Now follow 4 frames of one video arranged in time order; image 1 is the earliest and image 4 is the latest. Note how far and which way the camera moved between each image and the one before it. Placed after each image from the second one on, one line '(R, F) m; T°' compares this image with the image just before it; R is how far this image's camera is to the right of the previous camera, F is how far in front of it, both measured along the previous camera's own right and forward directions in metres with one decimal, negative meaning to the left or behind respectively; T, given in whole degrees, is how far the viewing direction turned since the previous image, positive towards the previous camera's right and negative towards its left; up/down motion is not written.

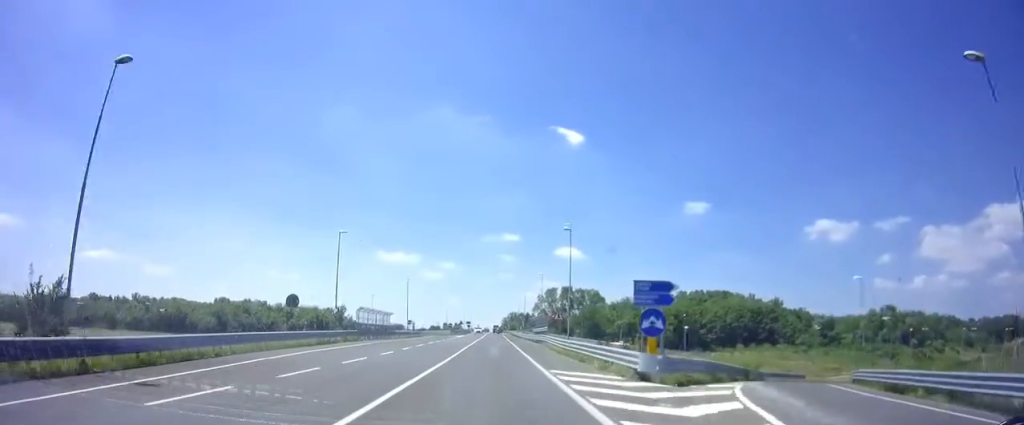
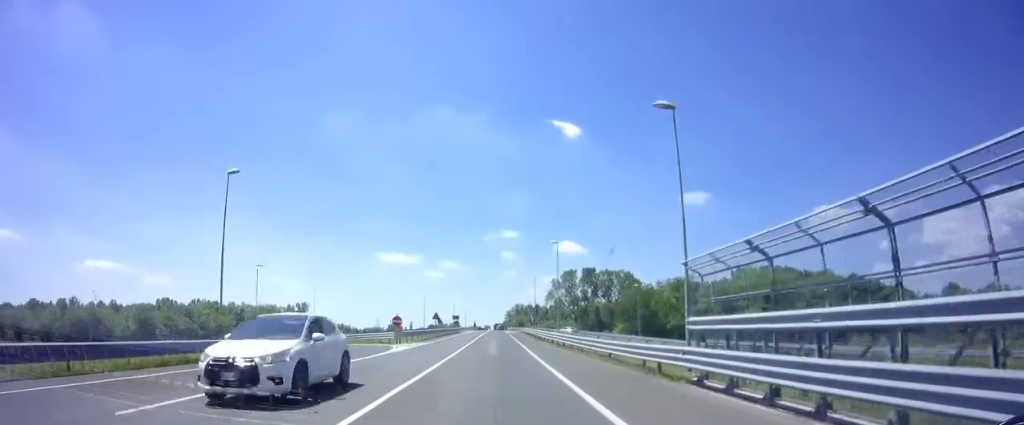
(-0.4, +53.6) m; 0°
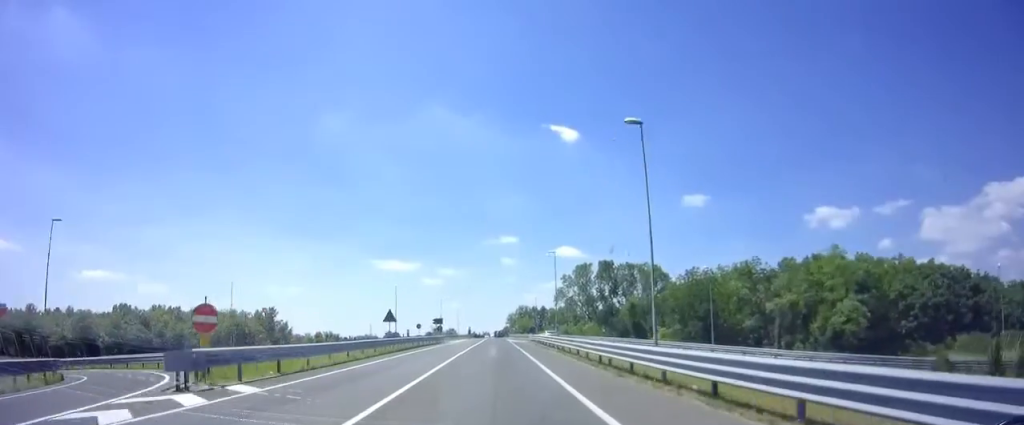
(-0.4, +30.0) m; 0°
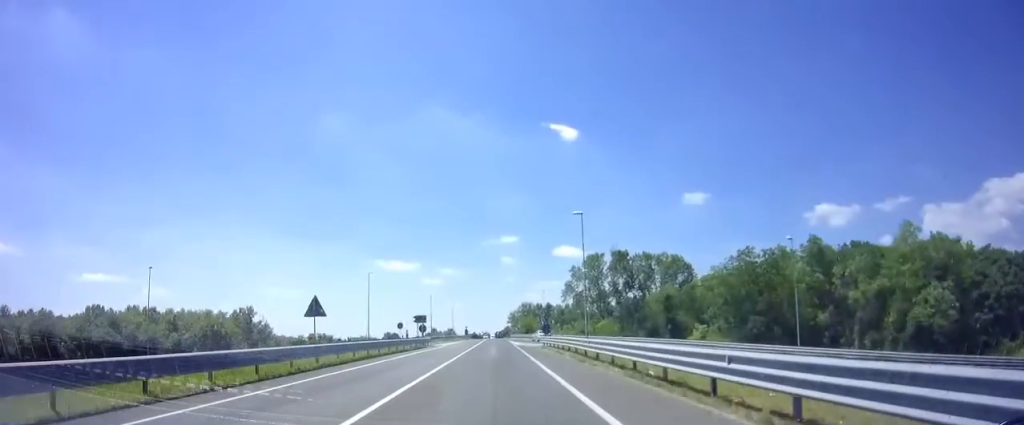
(+0.3, +16.4) m; 0°
